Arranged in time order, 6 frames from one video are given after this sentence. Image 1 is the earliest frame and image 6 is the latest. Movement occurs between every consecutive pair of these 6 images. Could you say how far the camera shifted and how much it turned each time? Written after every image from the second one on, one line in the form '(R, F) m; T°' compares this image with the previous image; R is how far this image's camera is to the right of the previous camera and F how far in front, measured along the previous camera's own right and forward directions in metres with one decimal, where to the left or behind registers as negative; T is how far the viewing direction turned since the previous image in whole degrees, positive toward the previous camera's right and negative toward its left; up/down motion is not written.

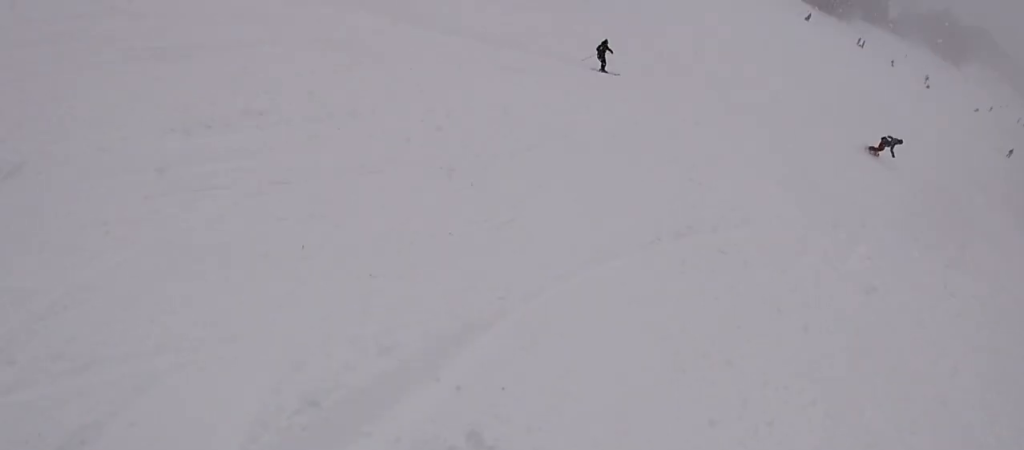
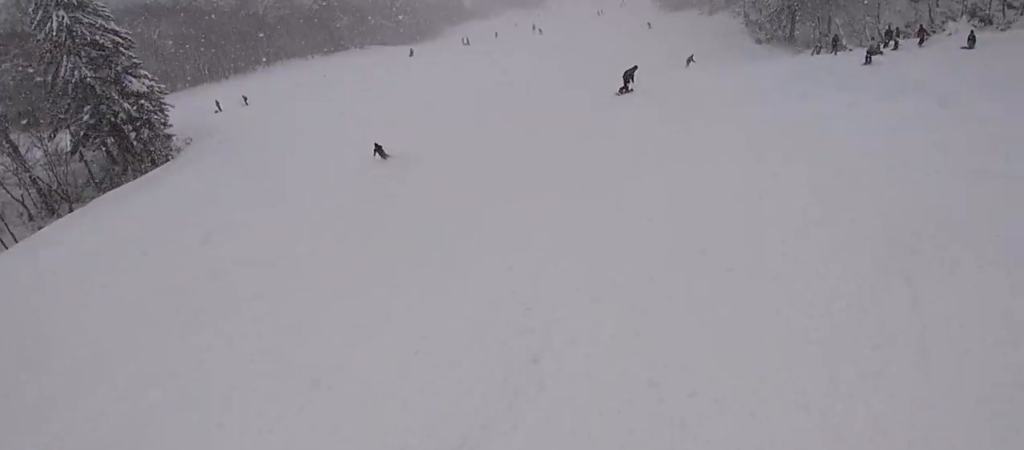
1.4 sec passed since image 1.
(+0.6, +6.8) m; +15°
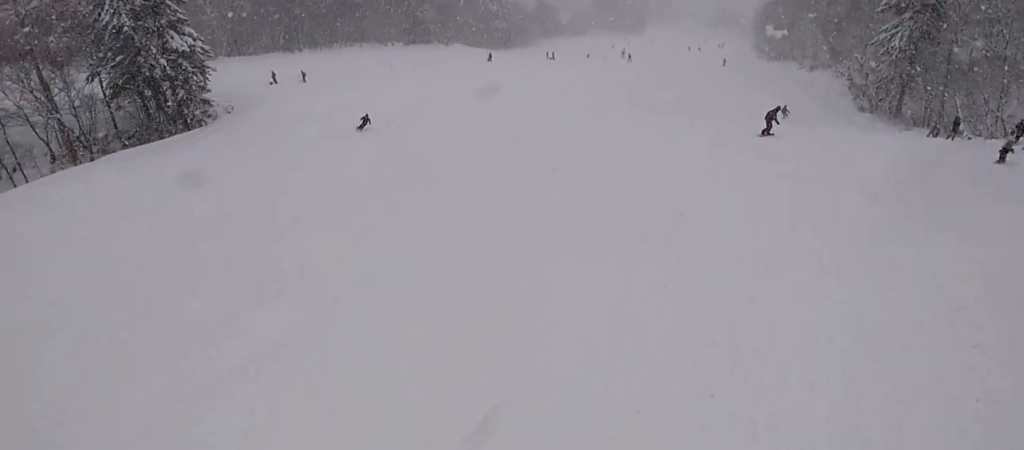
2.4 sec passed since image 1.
(+0.6, +5.5) m; -7°
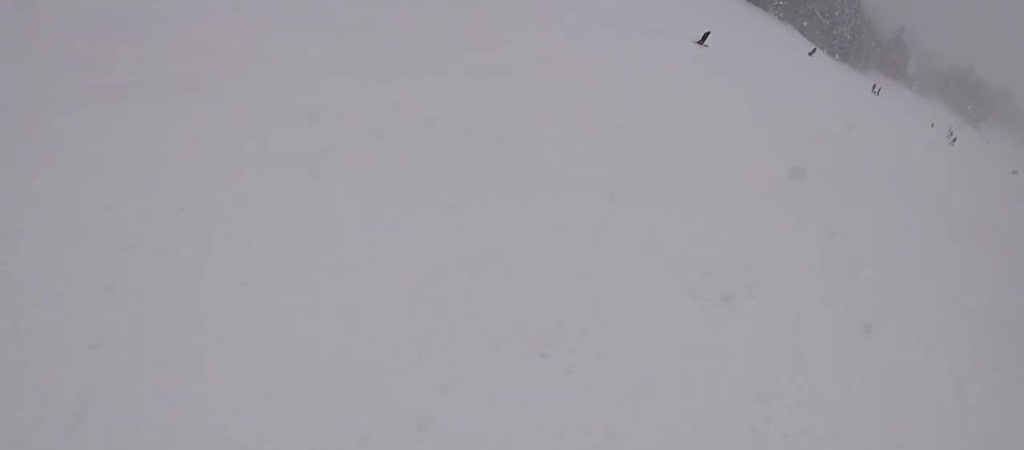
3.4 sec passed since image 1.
(-1.2, +5.7) m; -16°
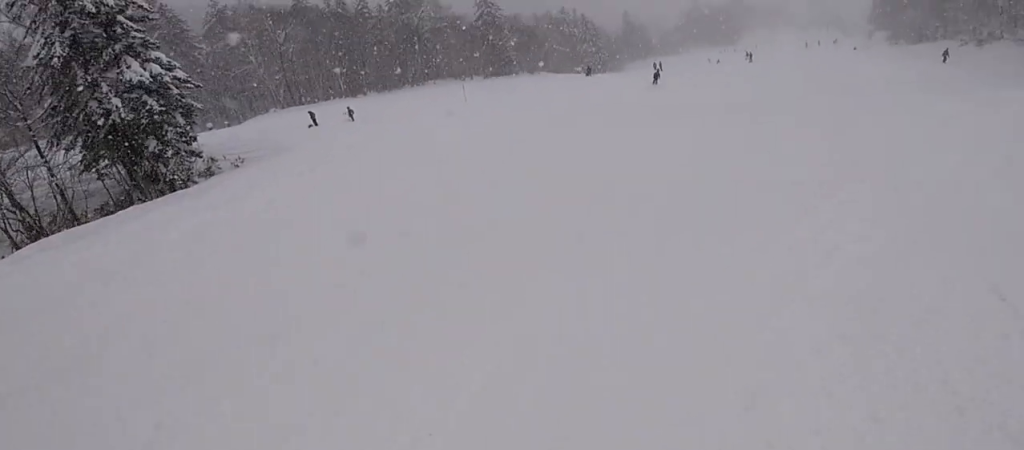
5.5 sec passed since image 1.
(-1.5, +13.3) m; +8°
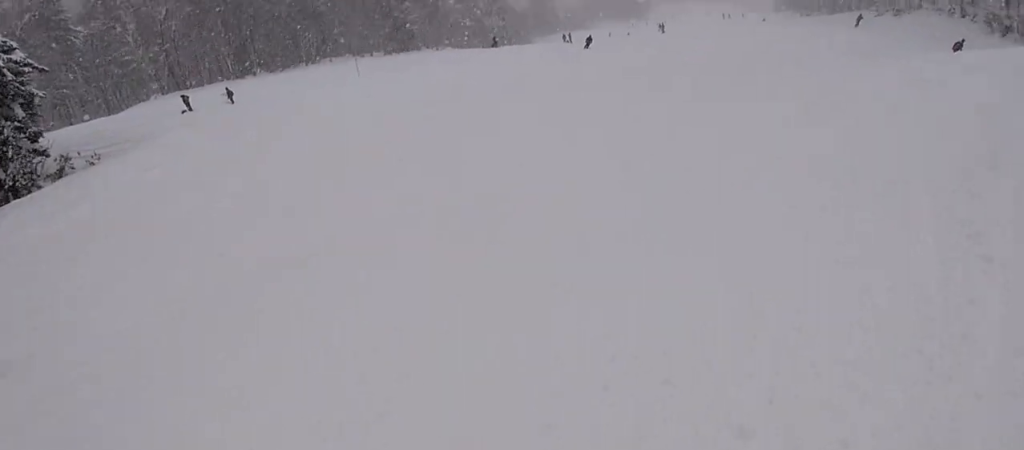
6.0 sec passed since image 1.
(+0.2, +3.7) m; +18°
